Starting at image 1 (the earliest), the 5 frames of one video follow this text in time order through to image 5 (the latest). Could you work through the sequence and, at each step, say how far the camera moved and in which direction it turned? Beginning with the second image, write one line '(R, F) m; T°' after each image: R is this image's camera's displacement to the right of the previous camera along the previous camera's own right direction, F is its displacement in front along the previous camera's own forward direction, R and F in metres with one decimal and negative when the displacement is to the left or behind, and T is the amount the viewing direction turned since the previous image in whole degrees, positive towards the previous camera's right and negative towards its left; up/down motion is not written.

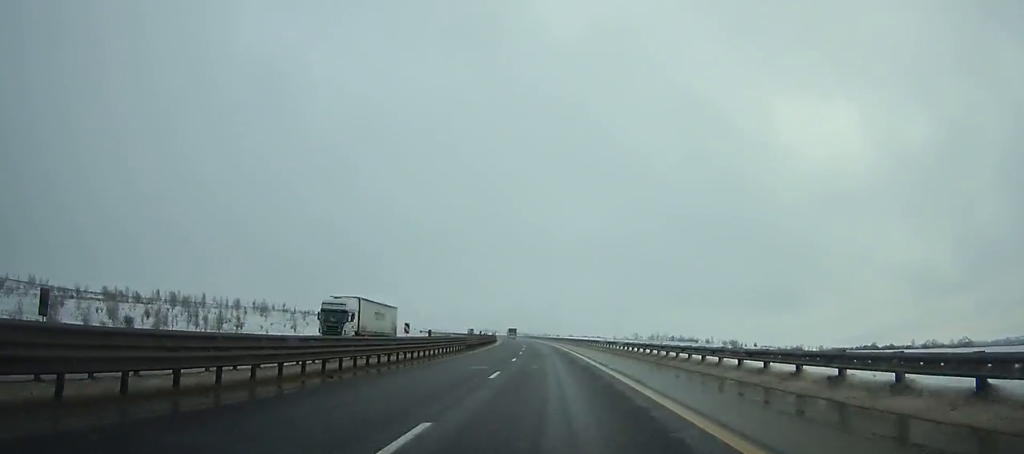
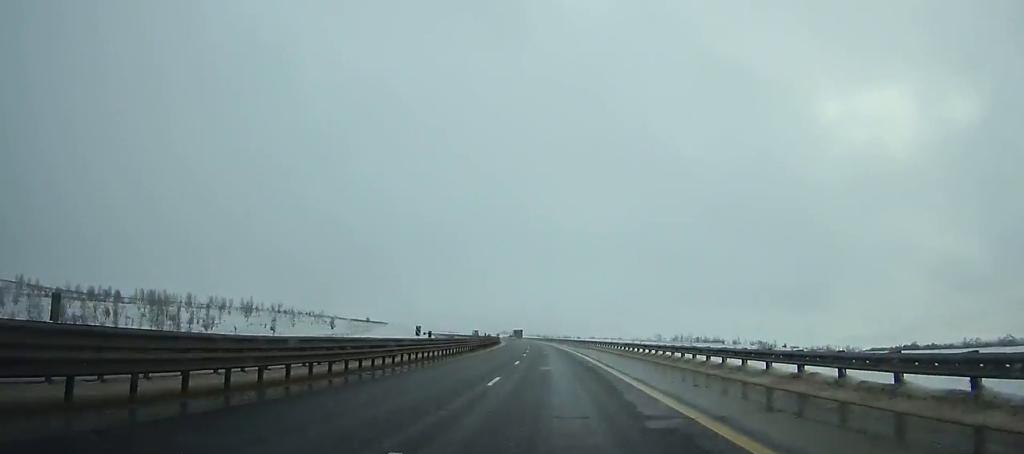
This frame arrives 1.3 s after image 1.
(-1.0, +36.6) m; -1°
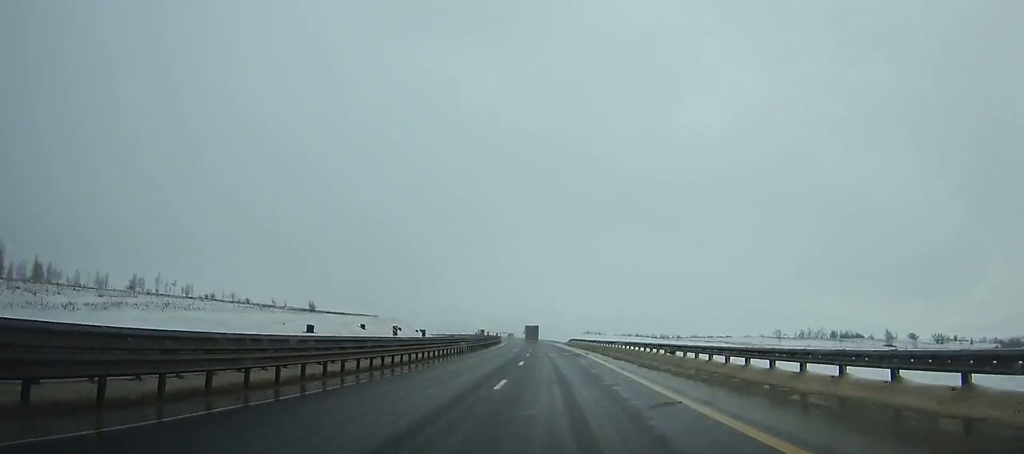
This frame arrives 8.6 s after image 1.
(-14.6, +202.2) m; -9°
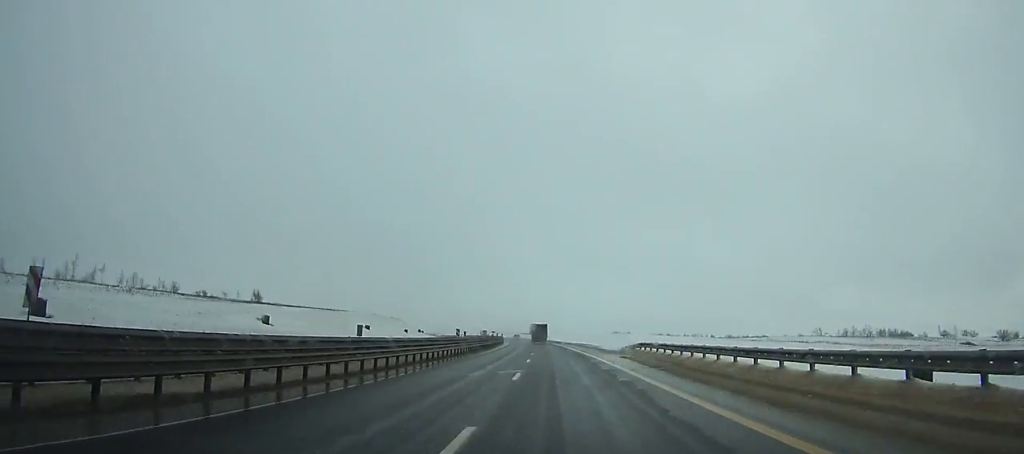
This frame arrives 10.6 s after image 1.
(-1.4, +54.6) m; -3°
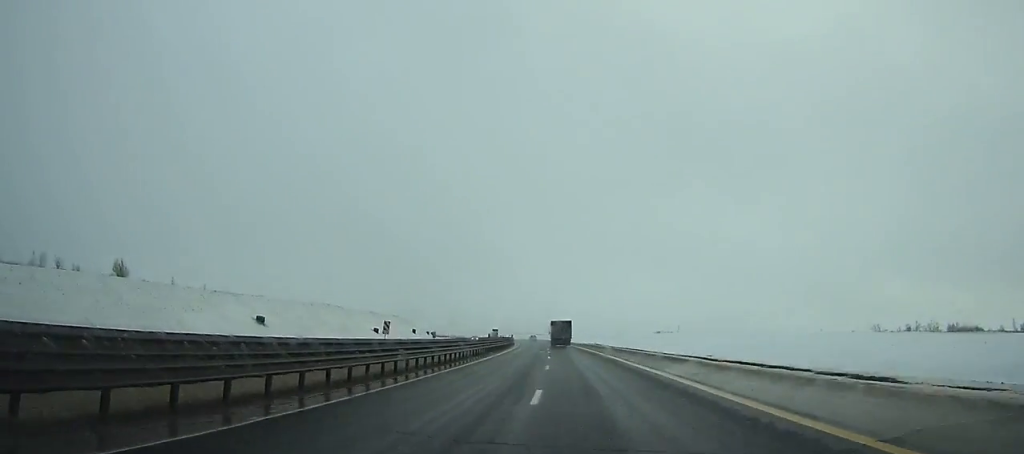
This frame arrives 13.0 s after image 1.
(-1.6, +65.2) m; -3°
